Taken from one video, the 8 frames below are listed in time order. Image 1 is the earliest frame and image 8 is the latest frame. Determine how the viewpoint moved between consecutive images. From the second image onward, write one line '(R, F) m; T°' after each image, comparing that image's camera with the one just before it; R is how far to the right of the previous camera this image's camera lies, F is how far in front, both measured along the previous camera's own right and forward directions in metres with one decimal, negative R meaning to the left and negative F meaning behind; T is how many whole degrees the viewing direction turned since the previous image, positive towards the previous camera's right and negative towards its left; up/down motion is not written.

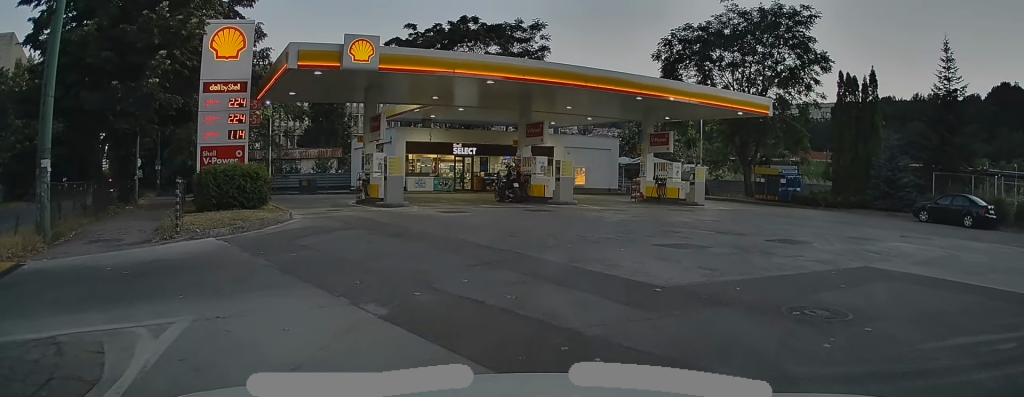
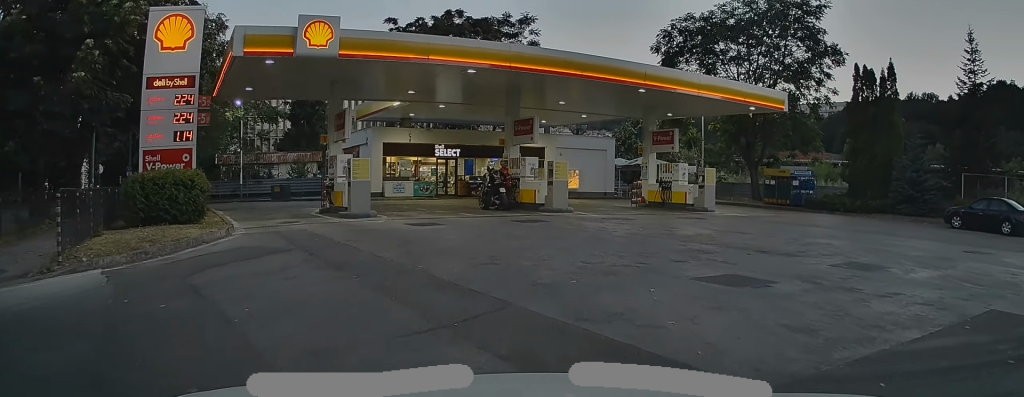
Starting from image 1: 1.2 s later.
(+0.1, +3.4) m; +6°
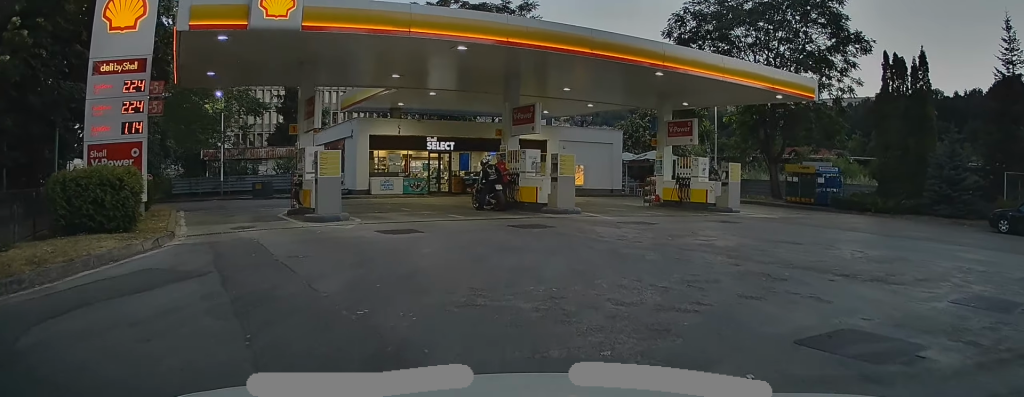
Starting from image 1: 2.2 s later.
(+0.2, +3.3) m; -1°
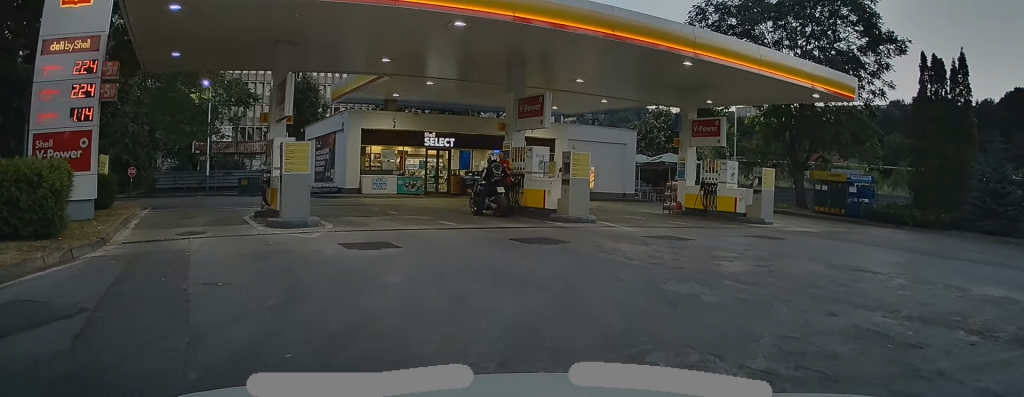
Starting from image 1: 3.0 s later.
(-0.3, +3.0) m; -2°
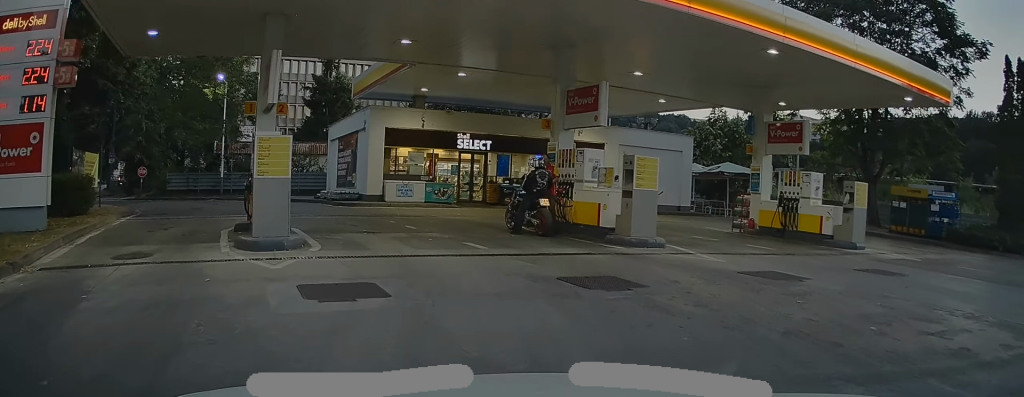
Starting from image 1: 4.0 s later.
(+0.2, +3.8) m; -4°
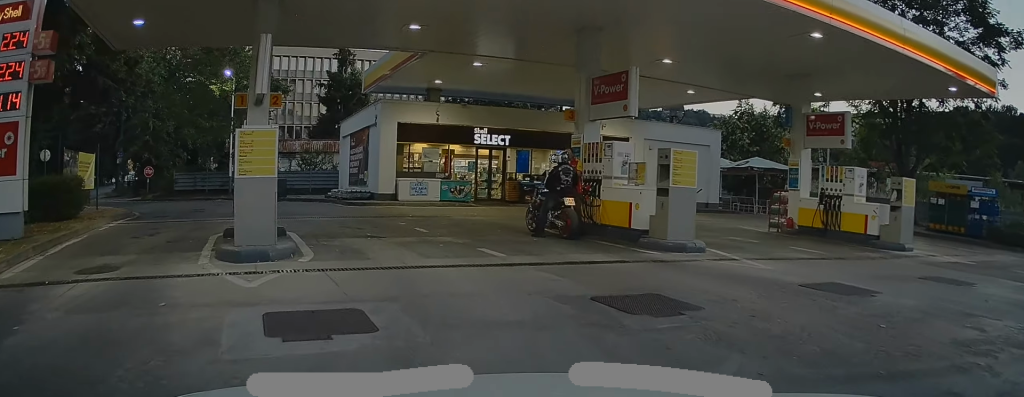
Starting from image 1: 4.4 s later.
(-0.2, +1.5) m; -2°
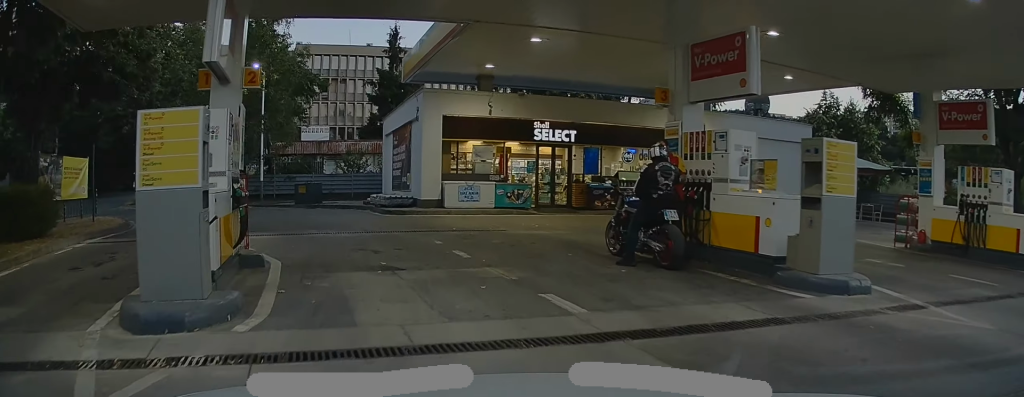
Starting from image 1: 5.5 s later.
(-0.2, +3.8) m; -5°
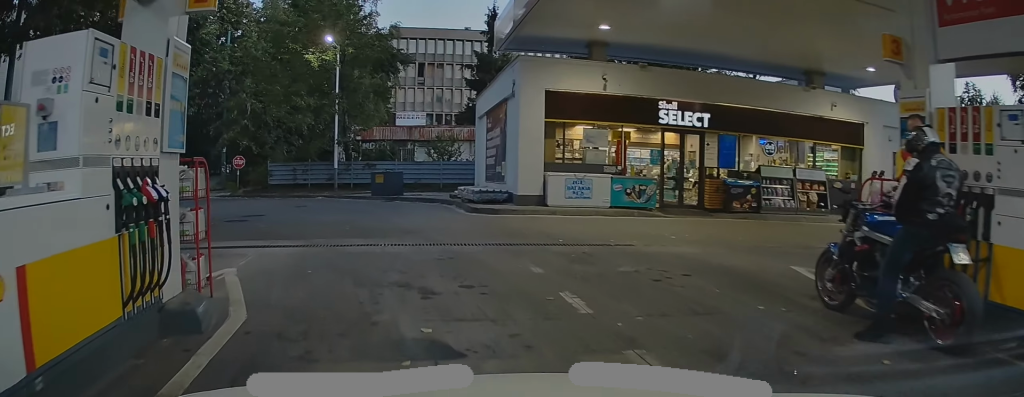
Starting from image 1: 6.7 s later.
(-0.2, +3.6) m; -9°
